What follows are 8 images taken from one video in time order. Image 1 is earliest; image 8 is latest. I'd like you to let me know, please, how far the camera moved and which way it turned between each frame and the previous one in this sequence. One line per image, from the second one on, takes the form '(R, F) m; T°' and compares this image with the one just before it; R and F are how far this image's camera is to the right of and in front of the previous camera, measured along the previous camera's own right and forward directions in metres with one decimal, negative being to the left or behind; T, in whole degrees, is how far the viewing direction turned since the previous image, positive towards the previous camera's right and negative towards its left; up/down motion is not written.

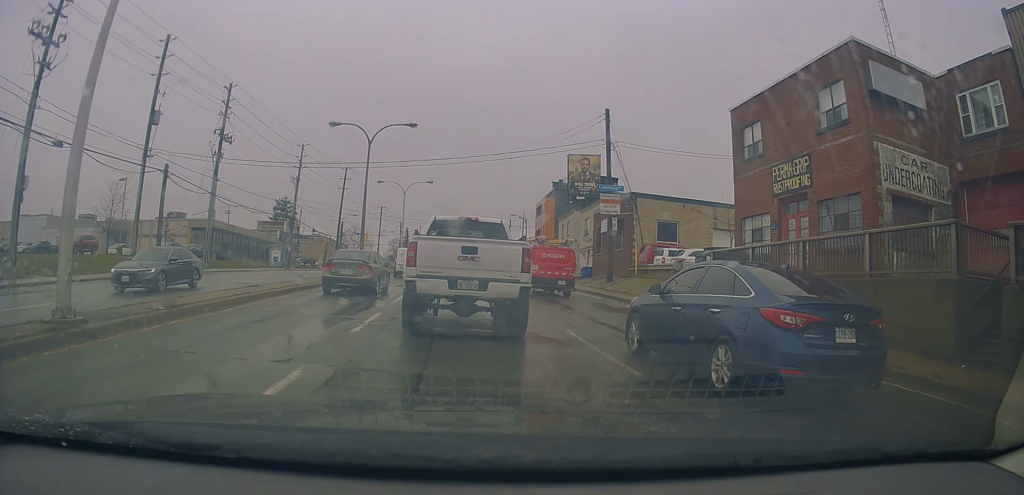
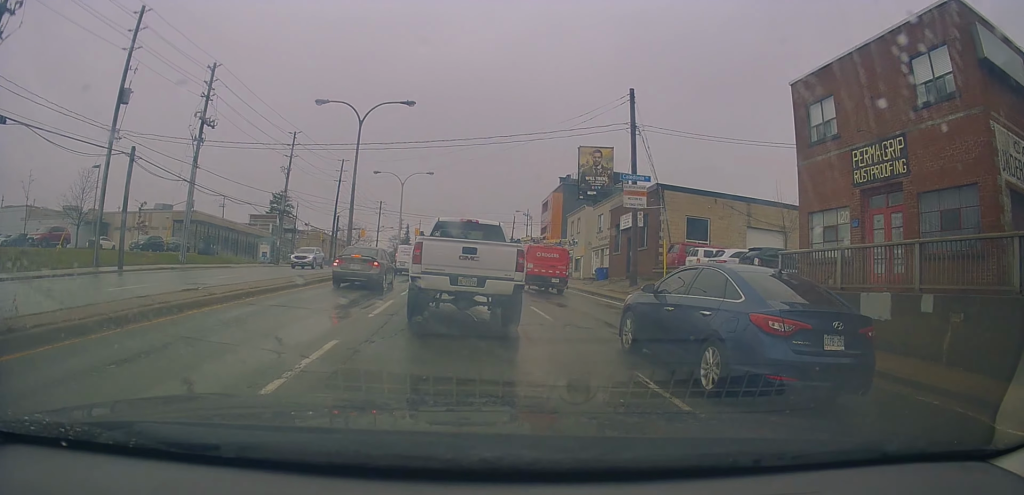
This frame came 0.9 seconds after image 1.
(0.0, +4.3) m; 0°
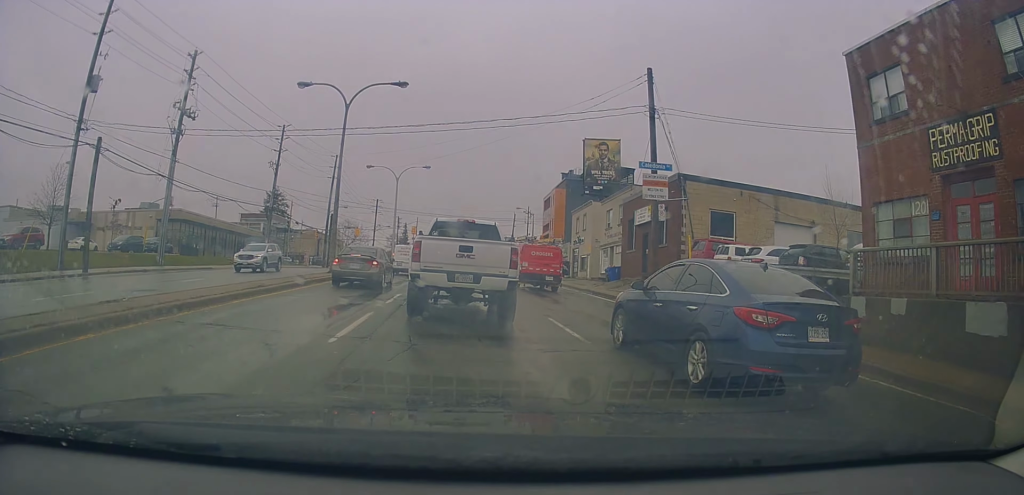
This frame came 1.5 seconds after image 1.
(0.0, +3.3) m; -1°
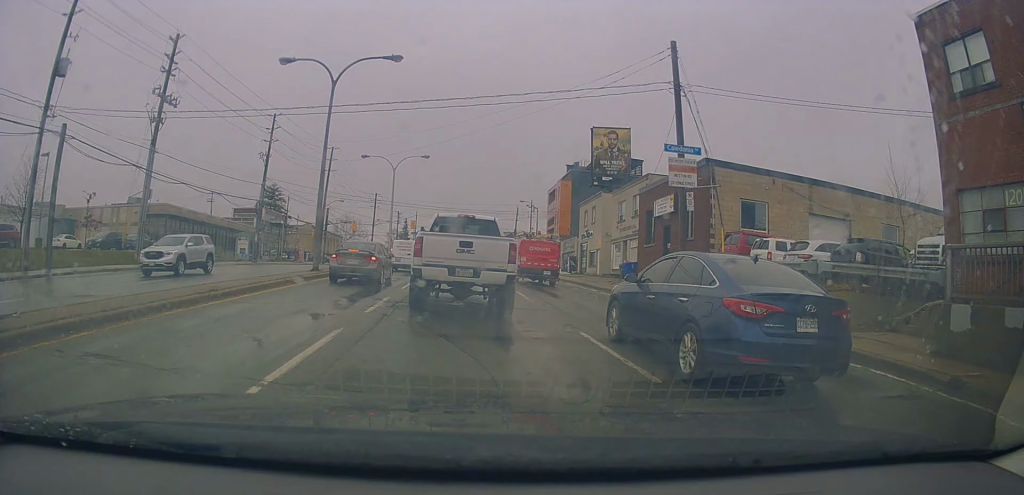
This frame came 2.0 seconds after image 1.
(0.0, +3.1) m; -2°
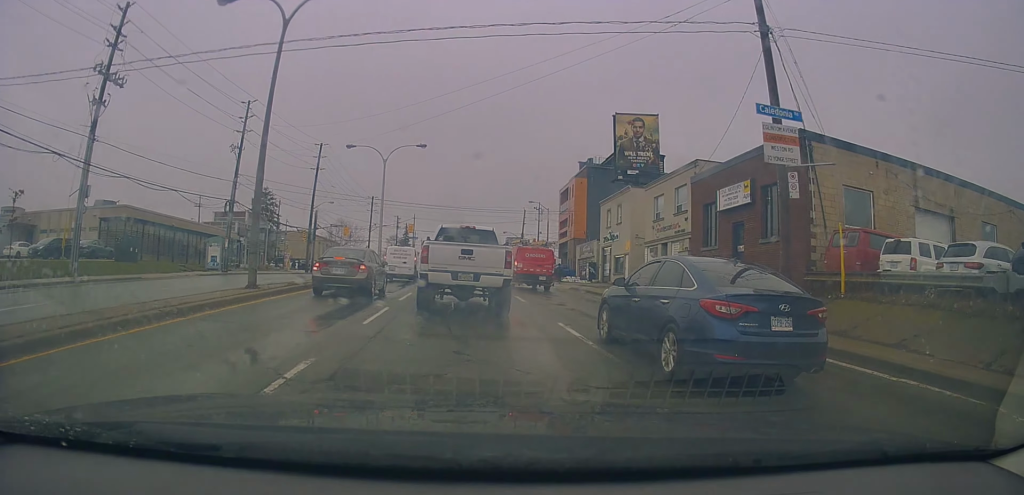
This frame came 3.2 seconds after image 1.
(-0.3, +7.4) m; +2°
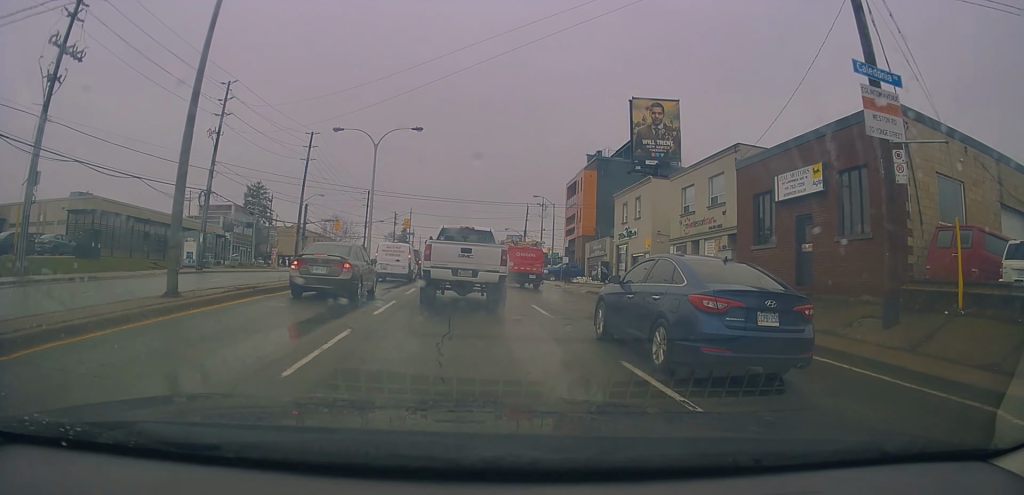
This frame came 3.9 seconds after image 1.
(+0.4, +4.8) m; 0°
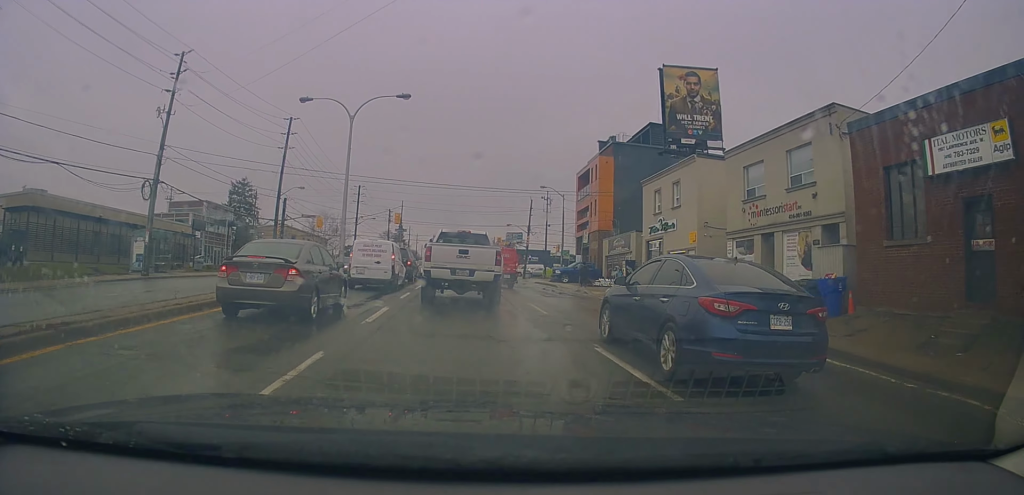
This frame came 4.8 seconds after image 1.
(-0.2, +7.3) m; -2°
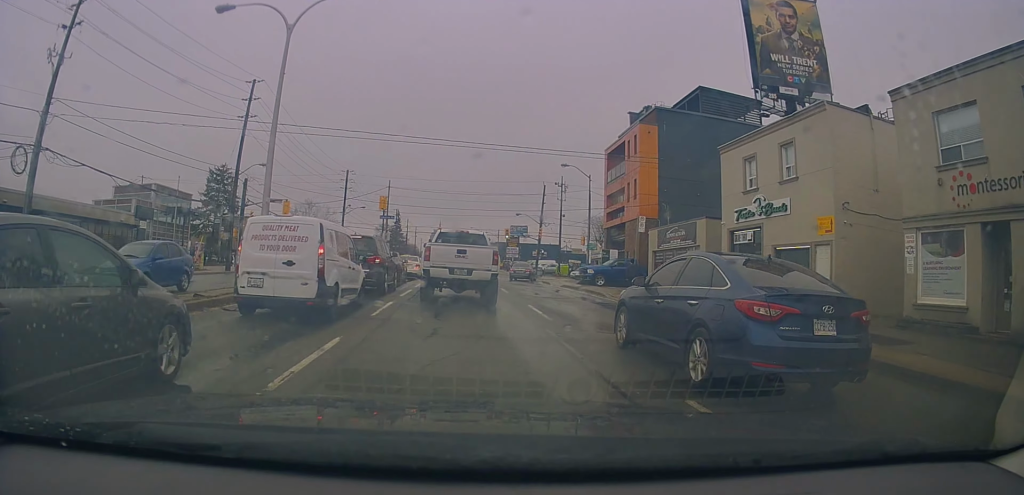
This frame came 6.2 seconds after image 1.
(-0.2, +11.5) m; -4°
